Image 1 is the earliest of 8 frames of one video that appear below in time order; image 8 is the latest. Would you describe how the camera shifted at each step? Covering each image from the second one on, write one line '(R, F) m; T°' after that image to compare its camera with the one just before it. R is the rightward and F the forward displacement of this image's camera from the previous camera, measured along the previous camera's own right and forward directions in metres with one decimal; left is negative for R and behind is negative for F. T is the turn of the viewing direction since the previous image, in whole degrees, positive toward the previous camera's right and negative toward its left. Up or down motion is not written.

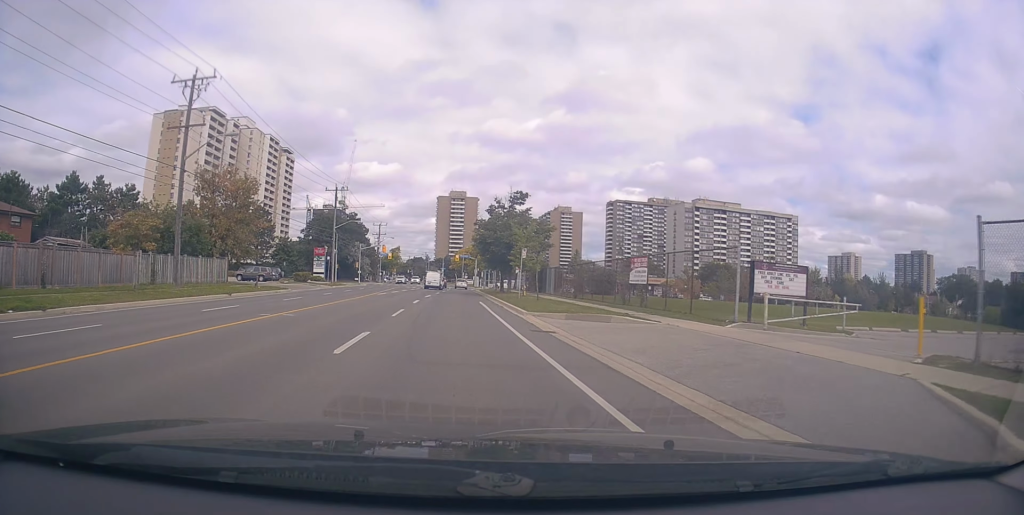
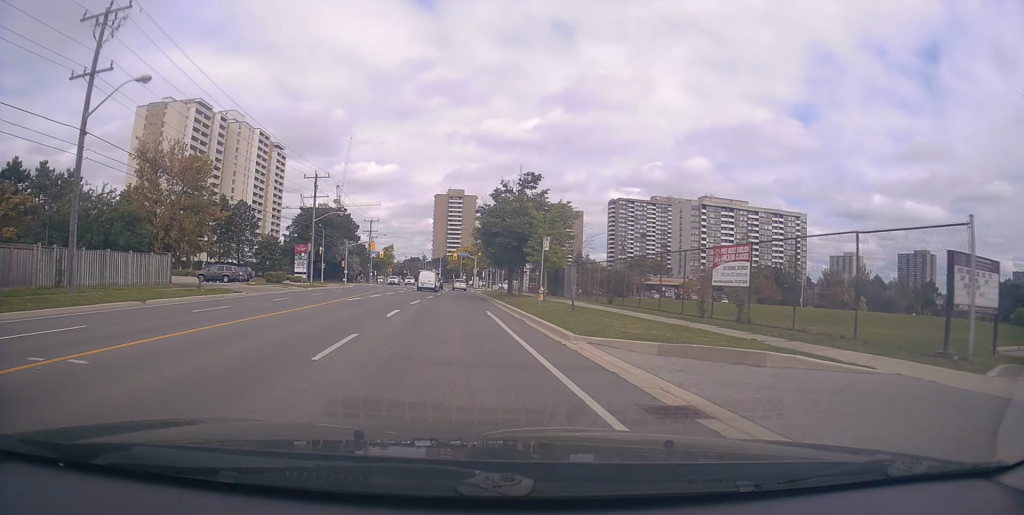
(+0.2, +9.5) m; +1°
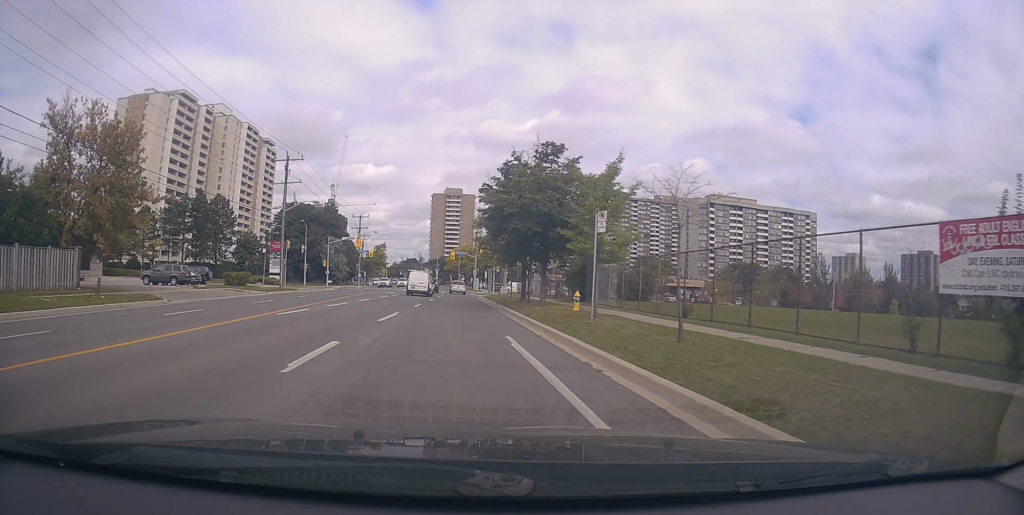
(-0.1, +10.1) m; -2°
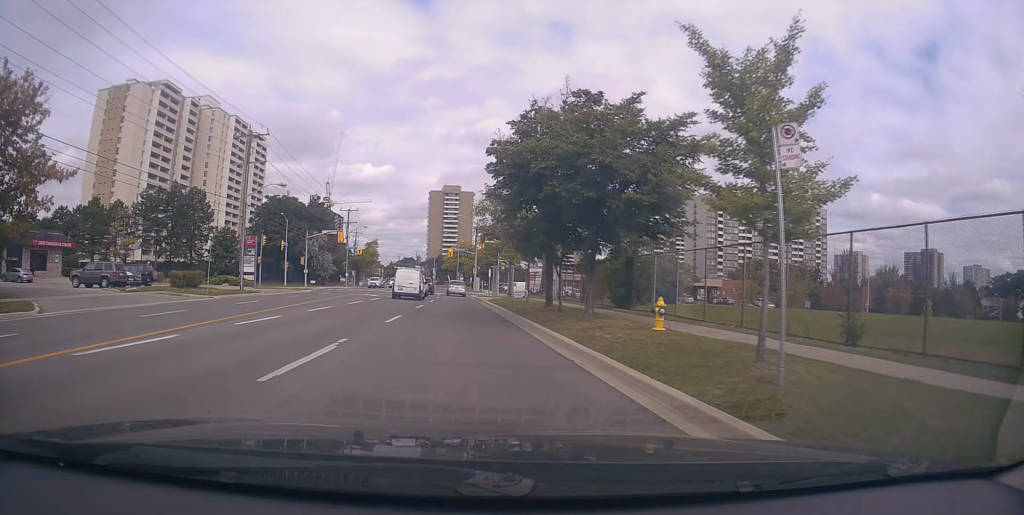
(-0.3, +9.6) m; +1°
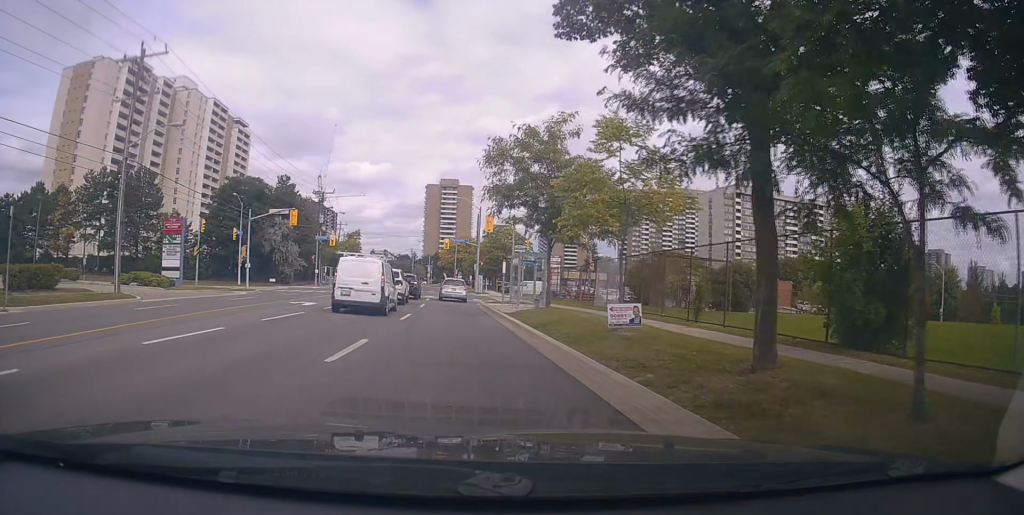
(+0.9, +17.0) m; +1°
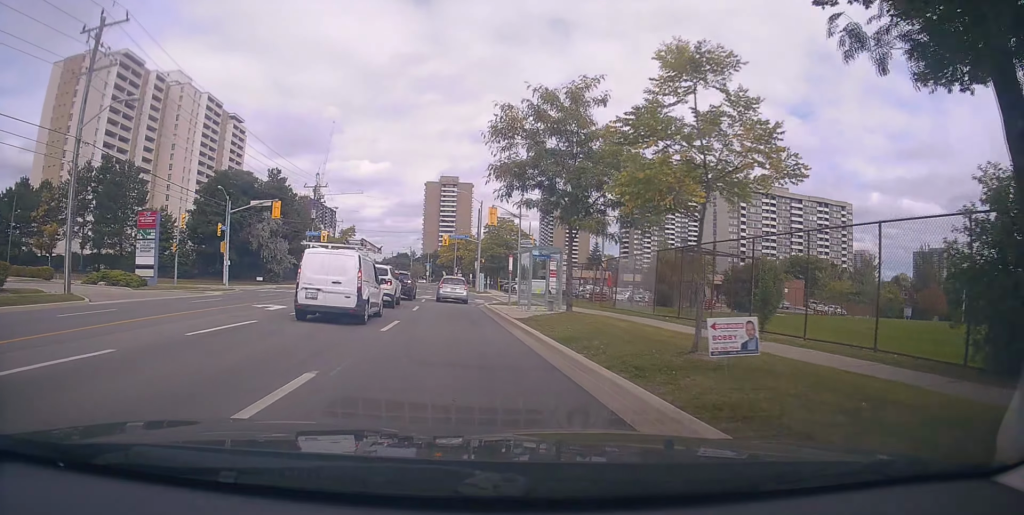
(0.0, +4.1) m; -1°
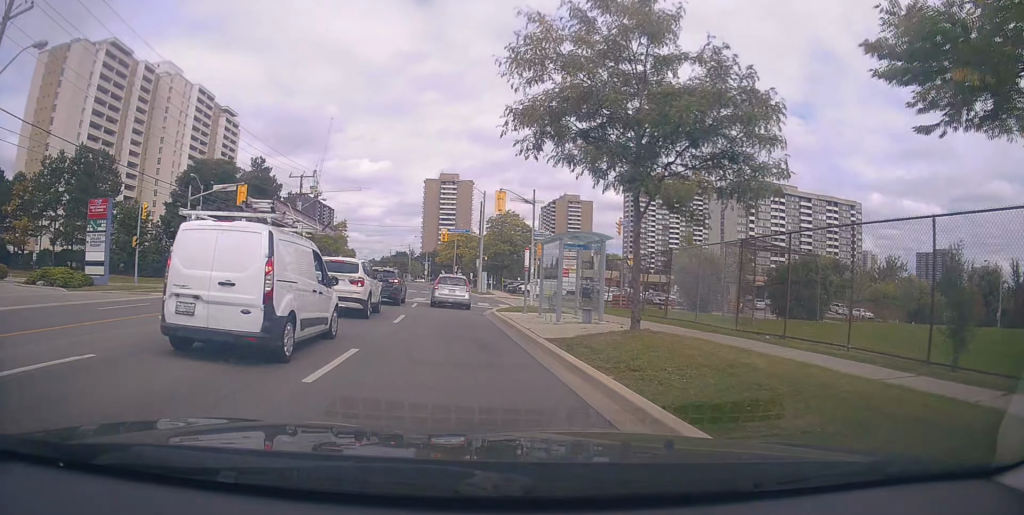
(-0.3, +6.7) m; 0°
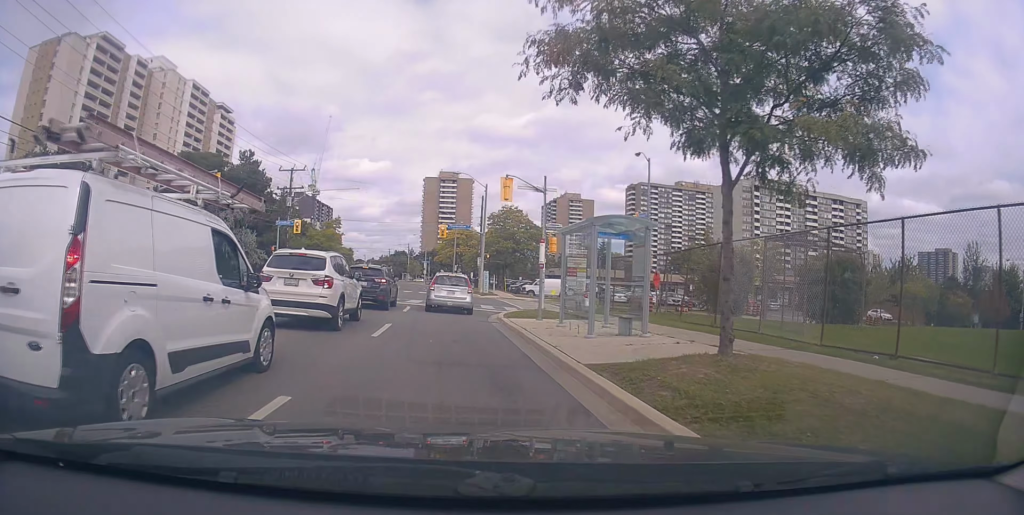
(+0.2, +3.7) m; +1°
